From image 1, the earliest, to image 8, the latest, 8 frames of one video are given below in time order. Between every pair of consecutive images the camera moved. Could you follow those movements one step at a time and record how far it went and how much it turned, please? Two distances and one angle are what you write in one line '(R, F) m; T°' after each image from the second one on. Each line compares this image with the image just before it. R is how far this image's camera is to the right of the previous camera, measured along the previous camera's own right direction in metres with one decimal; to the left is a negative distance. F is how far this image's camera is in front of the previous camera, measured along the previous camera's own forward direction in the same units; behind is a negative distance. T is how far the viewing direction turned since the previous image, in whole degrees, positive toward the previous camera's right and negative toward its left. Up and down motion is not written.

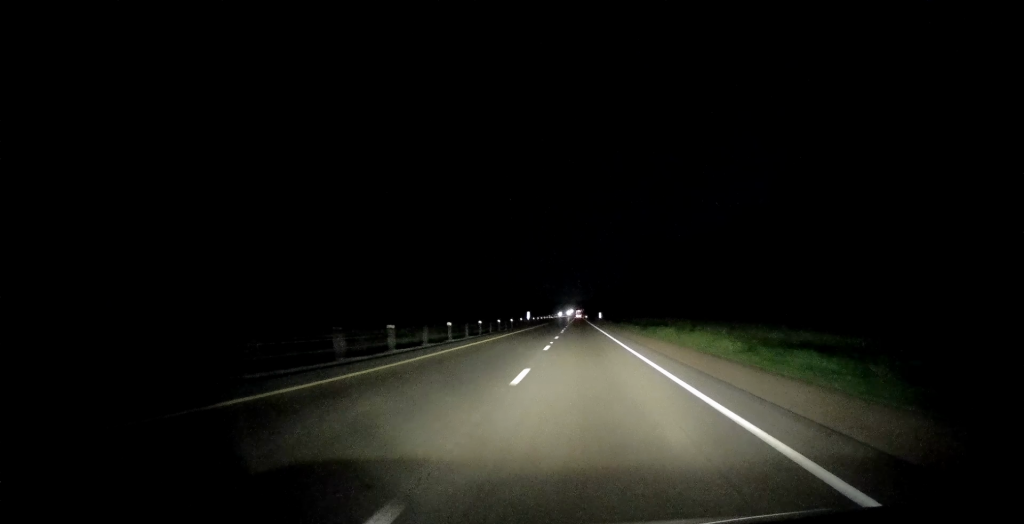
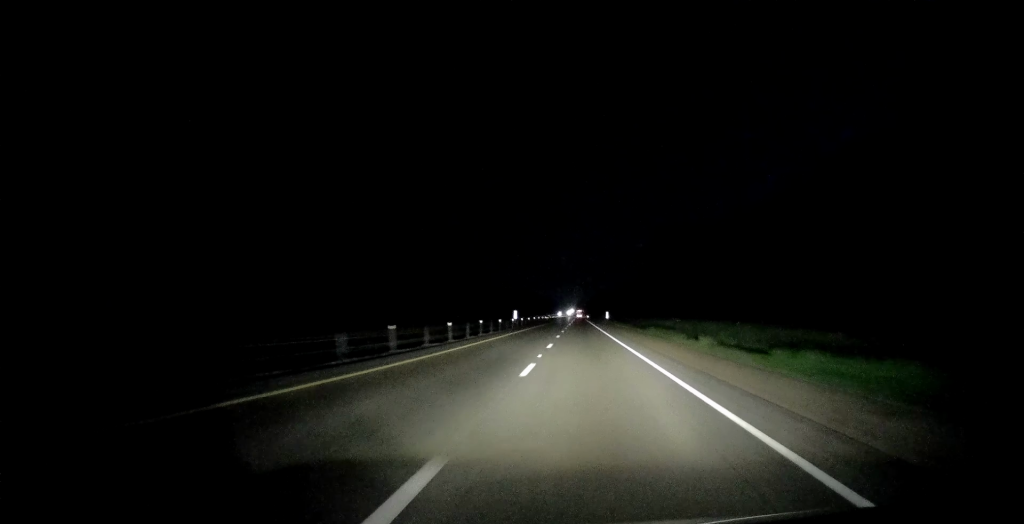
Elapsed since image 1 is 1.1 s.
(+0.8, +34.7) m; +1°
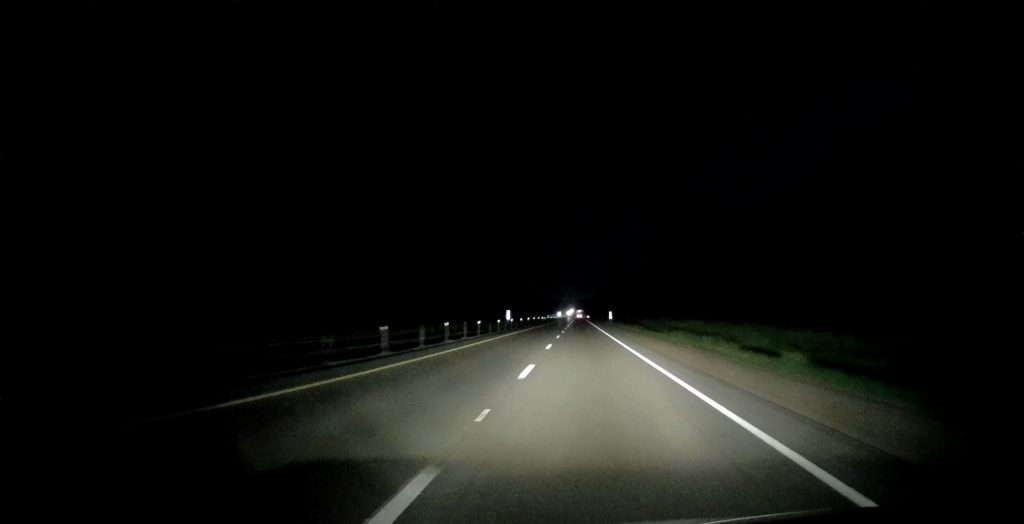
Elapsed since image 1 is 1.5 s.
(-0.3, +12.6) m; 0°
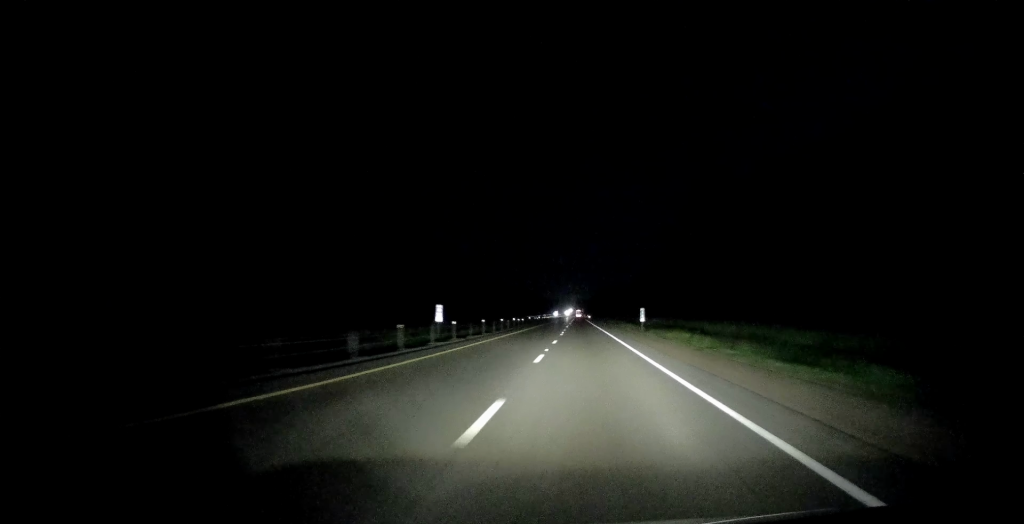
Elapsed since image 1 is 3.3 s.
(-0.3, +55.5) m; 0°
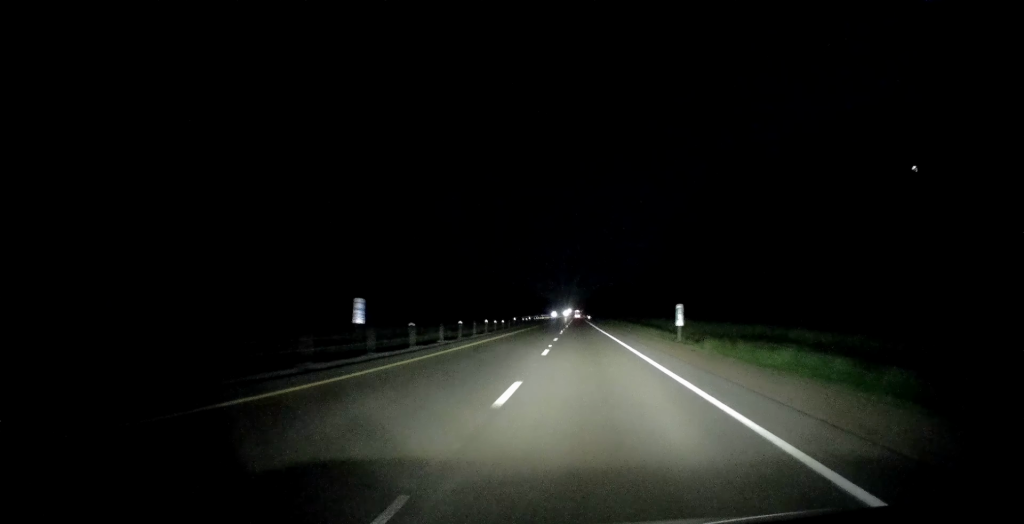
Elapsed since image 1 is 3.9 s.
(-0.2, +21.0) m; 0°
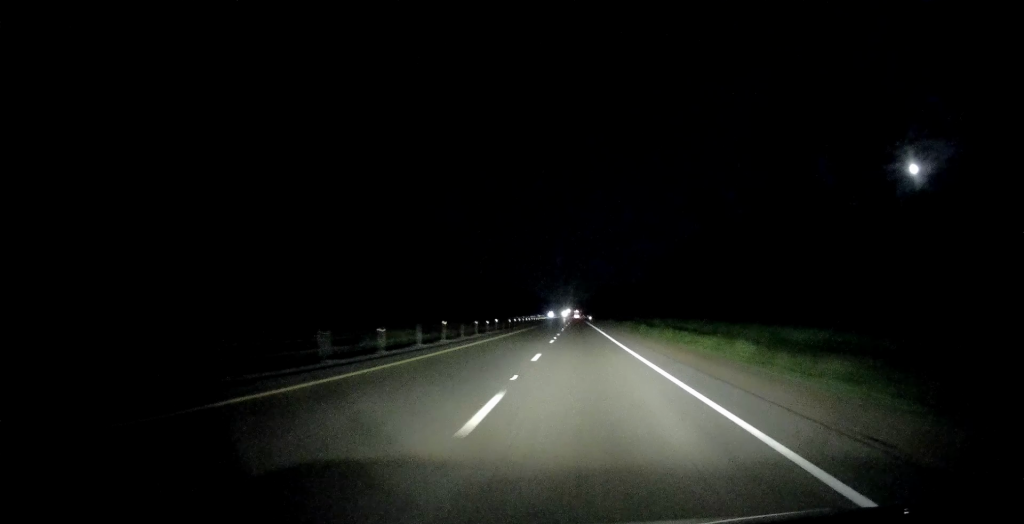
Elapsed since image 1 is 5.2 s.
(+0.1, +39.0) m; +1°
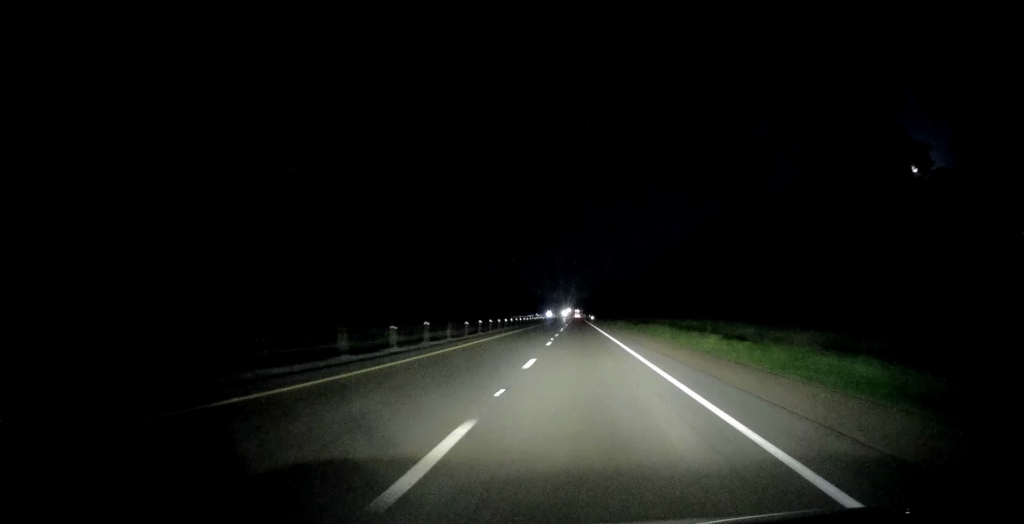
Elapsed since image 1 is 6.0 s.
(+0.1, +27.2) m; 0°
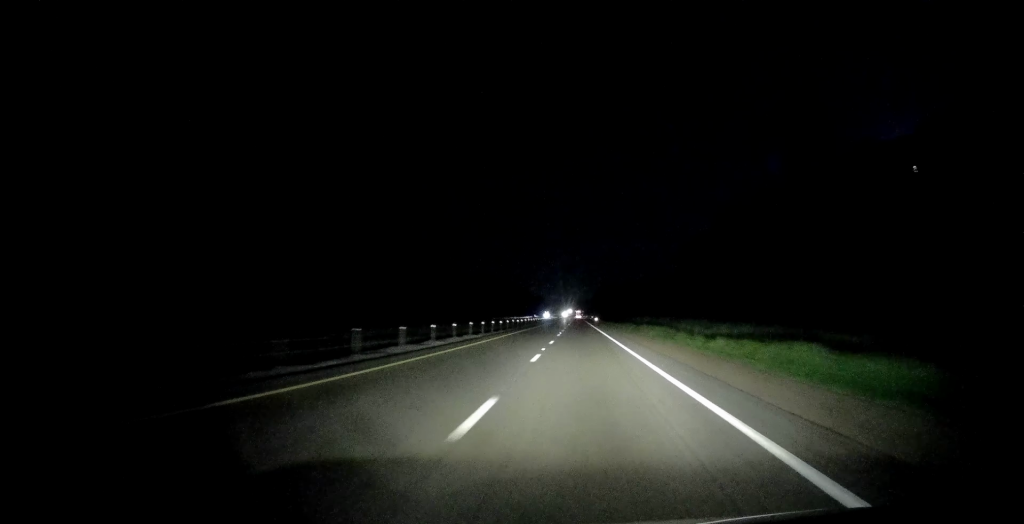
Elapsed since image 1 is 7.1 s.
(-0.2, +33.6) m; +1°
